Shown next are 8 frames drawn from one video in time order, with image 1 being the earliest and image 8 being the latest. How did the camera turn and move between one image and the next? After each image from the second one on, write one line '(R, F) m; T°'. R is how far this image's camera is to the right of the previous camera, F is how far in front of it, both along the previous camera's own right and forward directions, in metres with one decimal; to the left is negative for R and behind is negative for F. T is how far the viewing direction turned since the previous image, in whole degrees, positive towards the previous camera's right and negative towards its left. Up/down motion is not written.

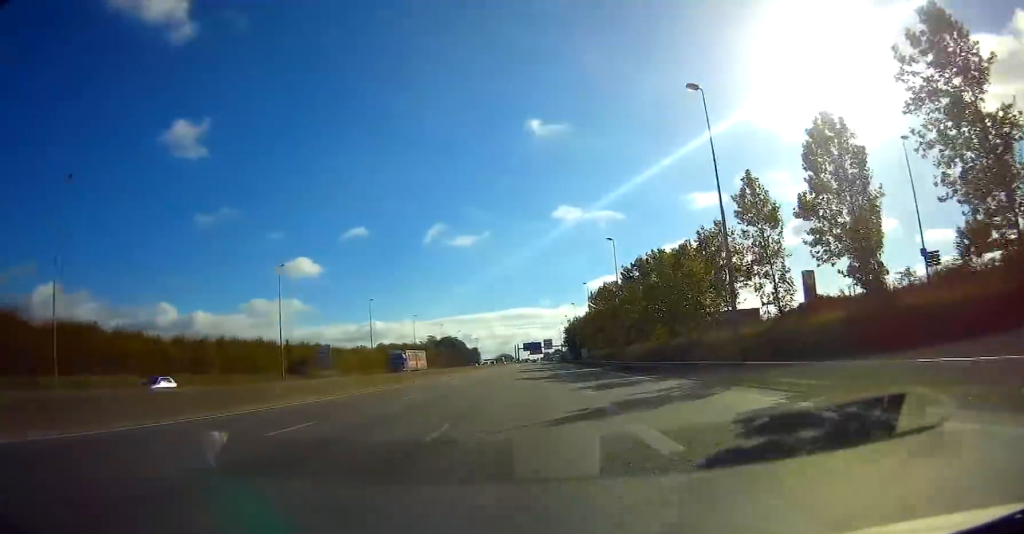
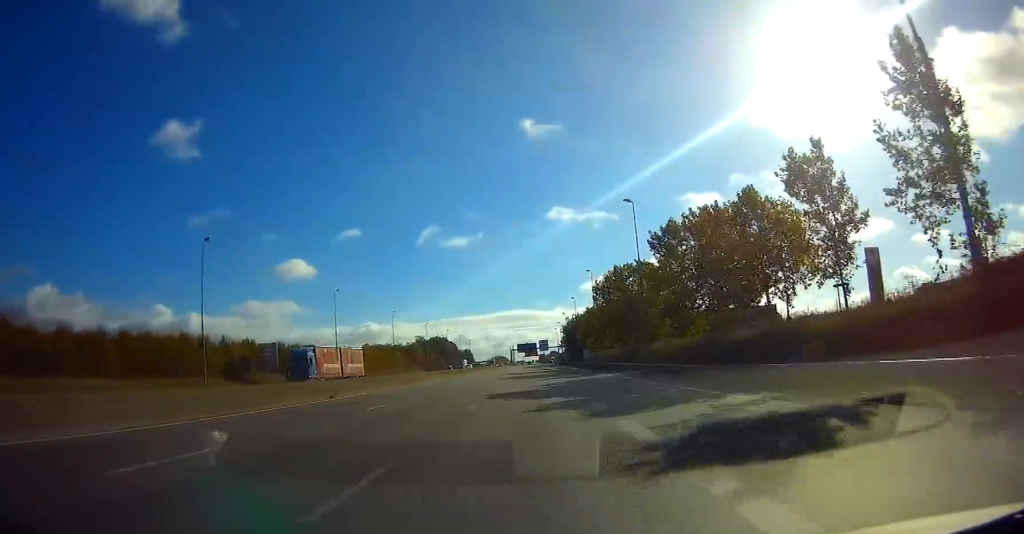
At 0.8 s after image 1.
(0.0, +18.7) m; +1°
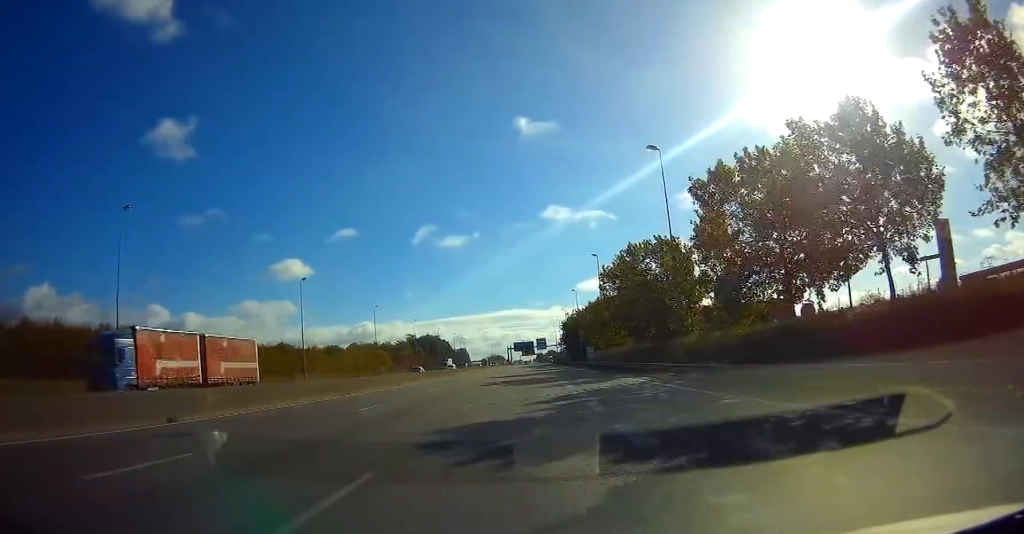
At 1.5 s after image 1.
(+0.2, +14.0) m; 0°
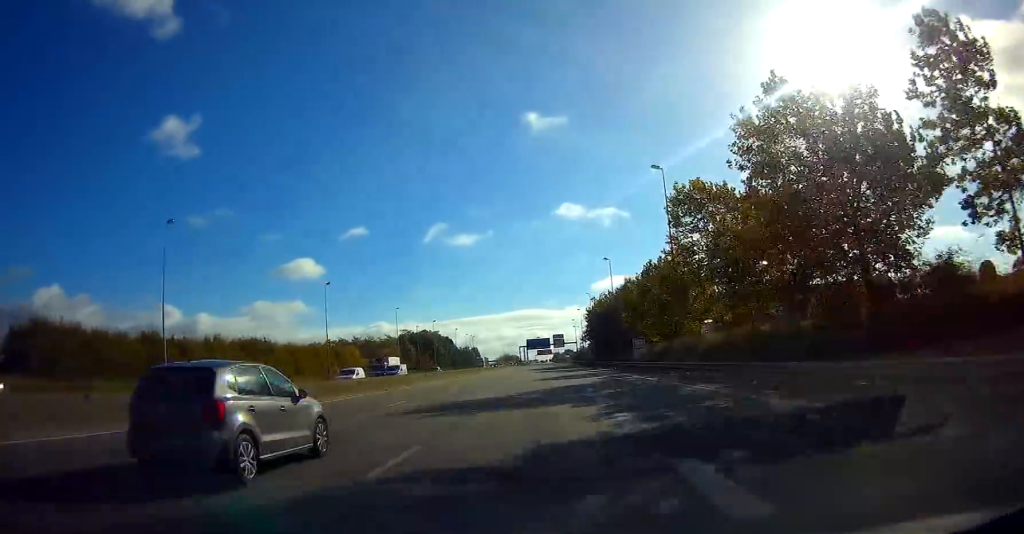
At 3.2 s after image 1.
(-0.2, +38.0) m; -2°
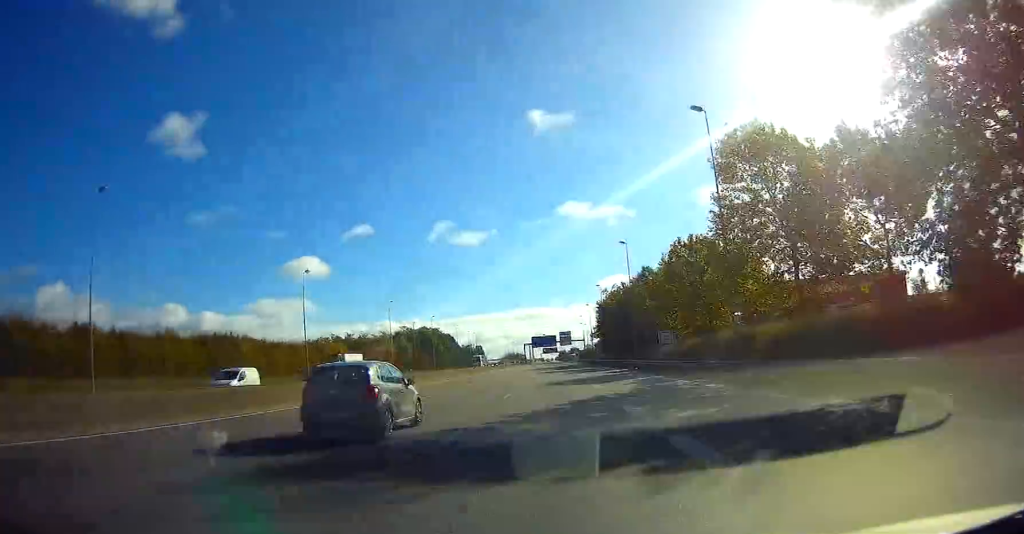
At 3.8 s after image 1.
(-0.2, +11.2) m; -1°
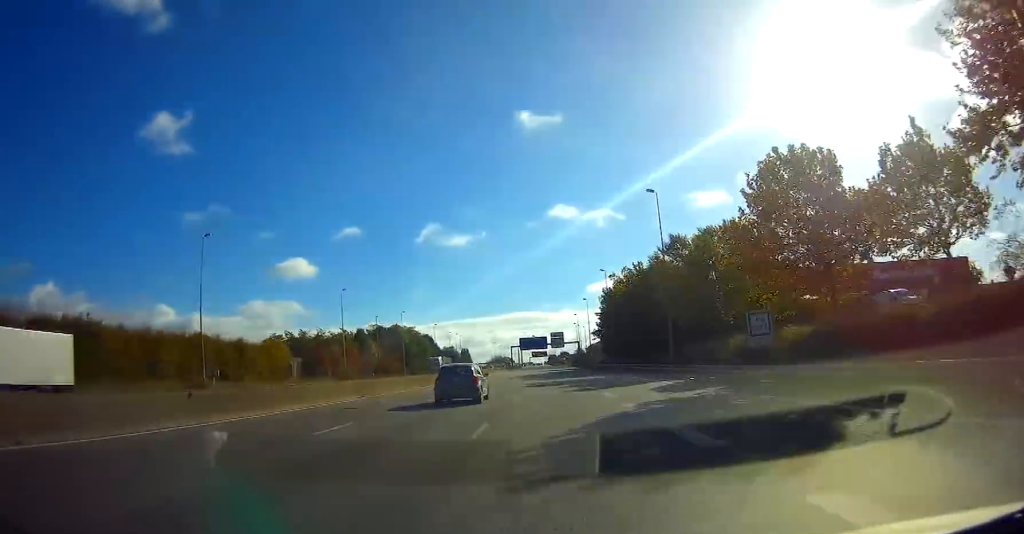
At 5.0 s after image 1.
(-0.1, +24.8) m; +1°
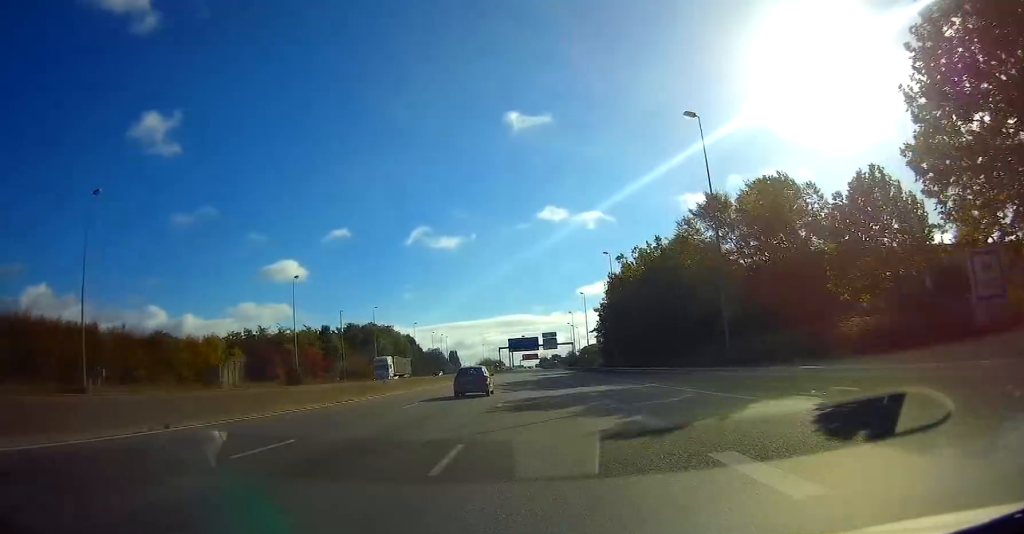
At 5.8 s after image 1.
(+0.3, +16.7) m; +1°
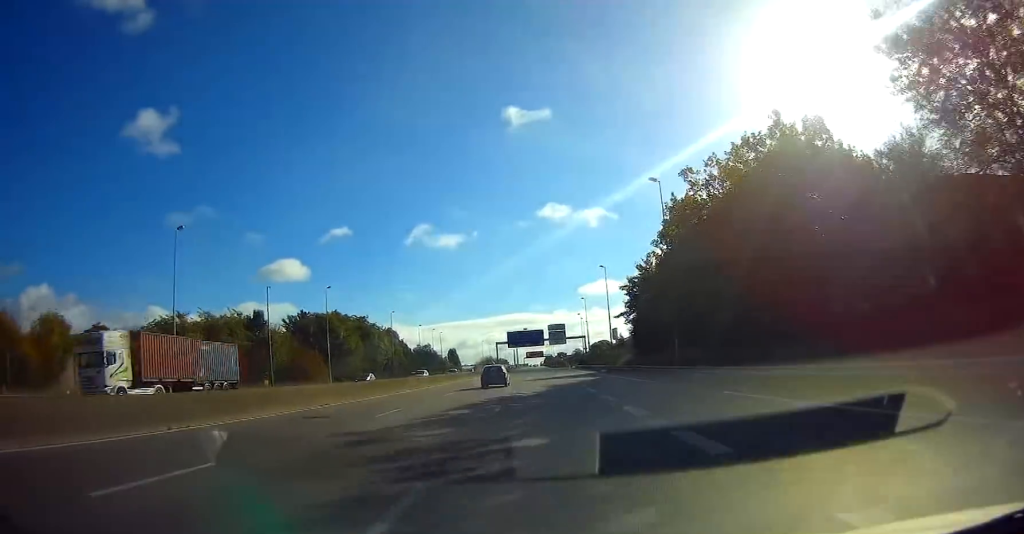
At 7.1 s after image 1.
(0.0, +29.7) m; 0°
